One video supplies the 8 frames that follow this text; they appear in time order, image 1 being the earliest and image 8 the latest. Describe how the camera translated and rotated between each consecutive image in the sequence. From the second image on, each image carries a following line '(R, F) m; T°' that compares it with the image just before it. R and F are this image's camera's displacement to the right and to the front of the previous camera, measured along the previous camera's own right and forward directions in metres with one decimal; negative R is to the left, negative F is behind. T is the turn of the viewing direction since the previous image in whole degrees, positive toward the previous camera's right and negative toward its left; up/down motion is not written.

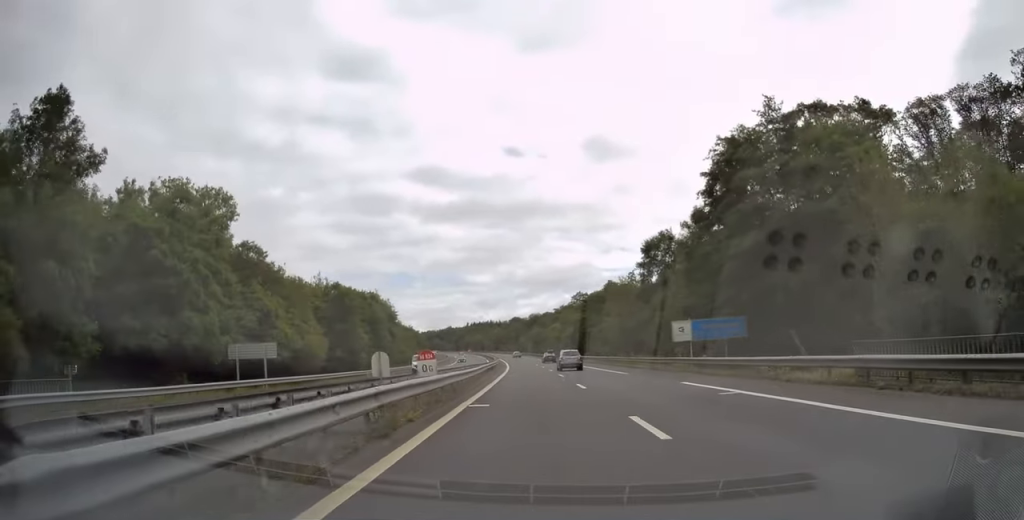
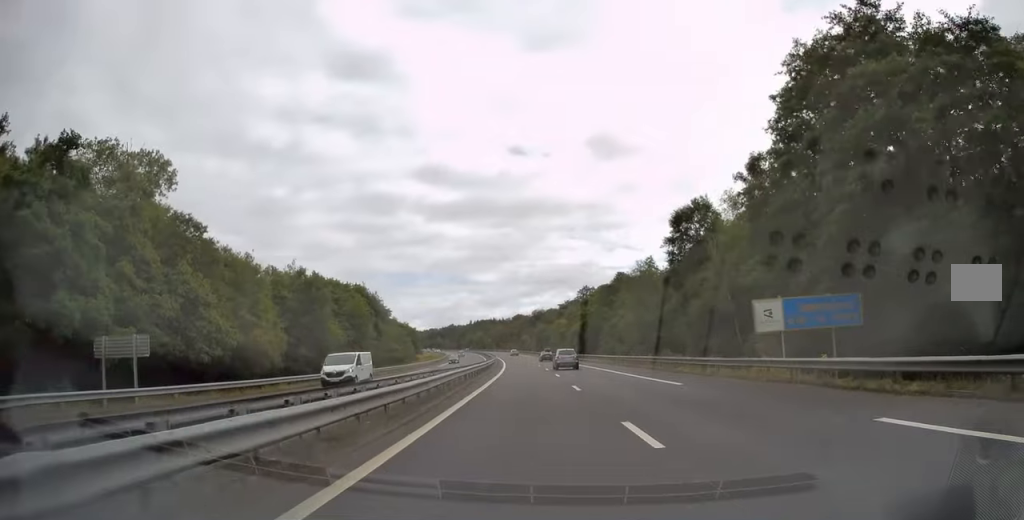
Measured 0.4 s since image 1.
(0.0, +13.5) m; 0°
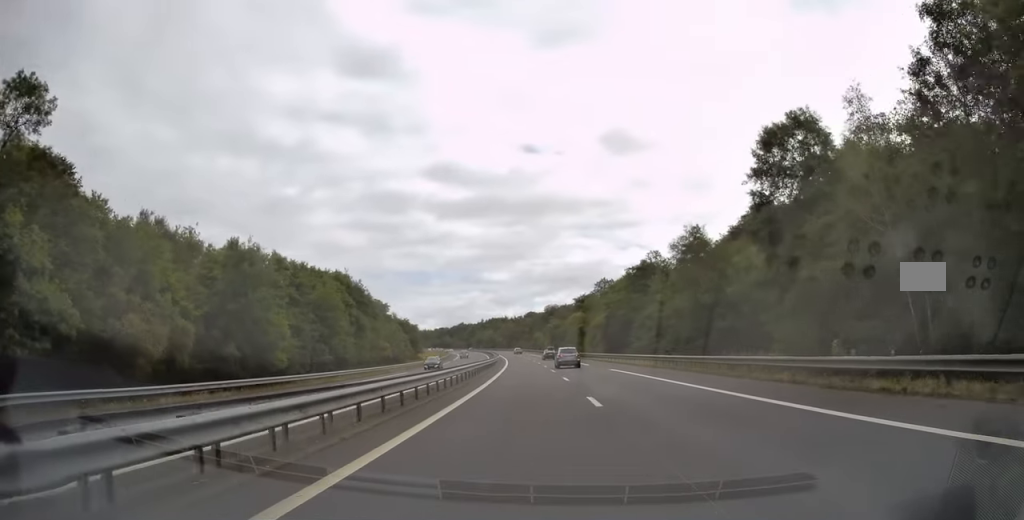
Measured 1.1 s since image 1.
(-0.3, +19.8) m; 0°
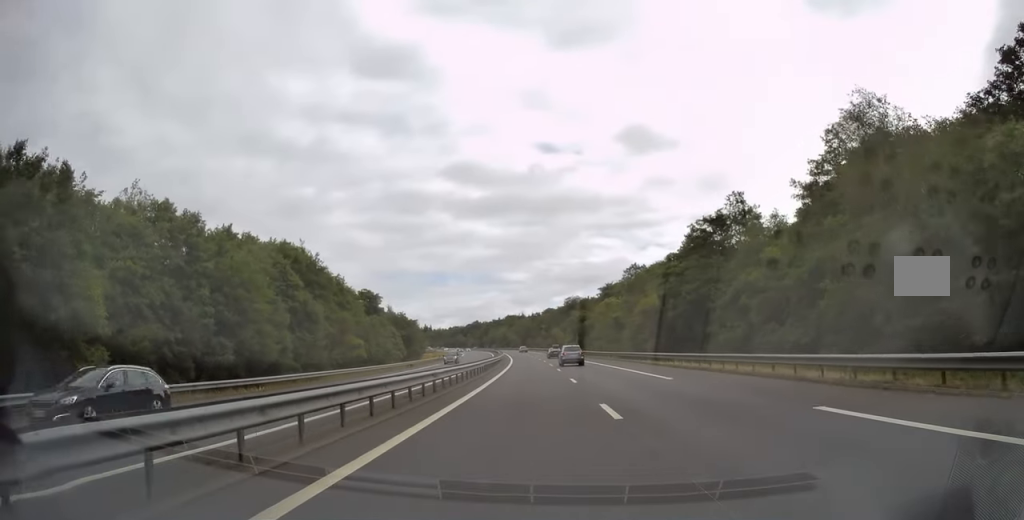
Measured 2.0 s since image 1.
(0.0, +29.1) m; -1°
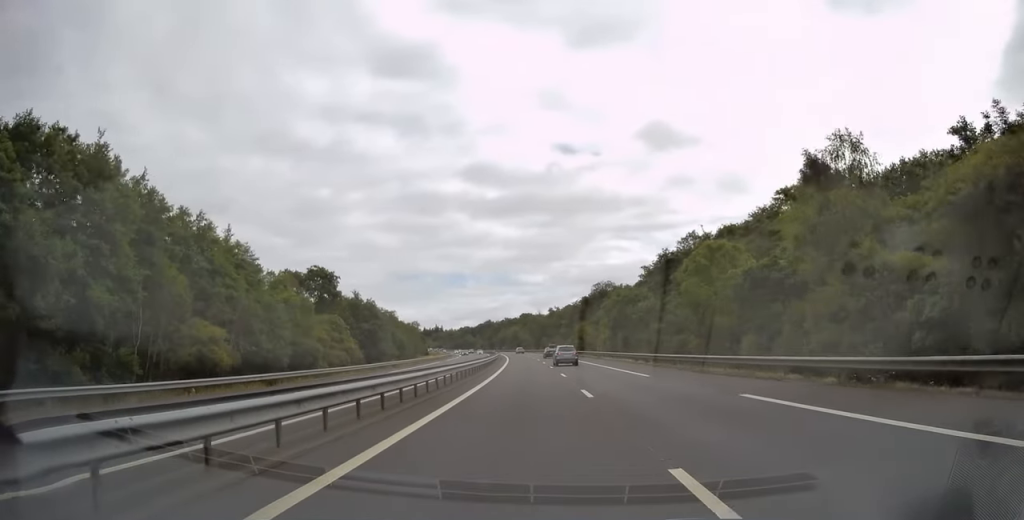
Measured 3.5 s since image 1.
(-1.2, +46.8) m; -3°
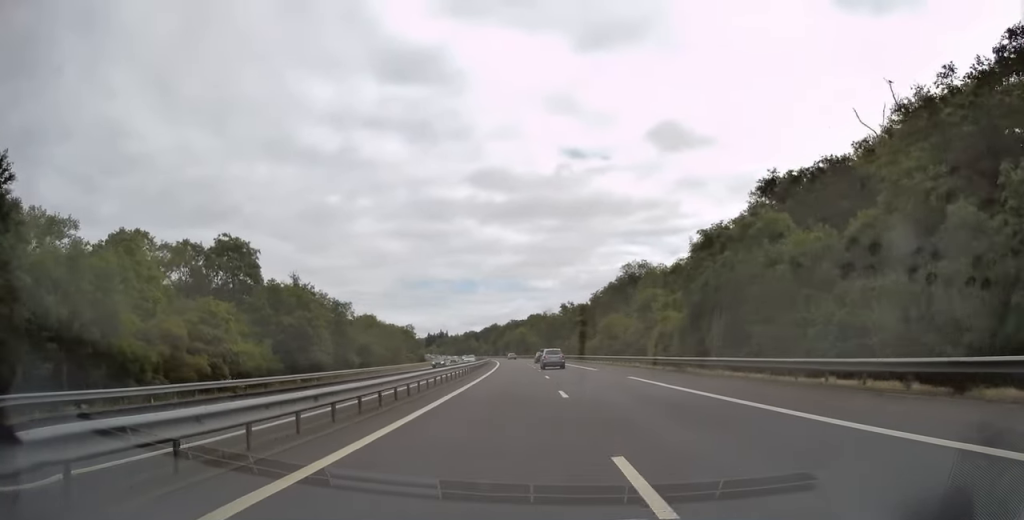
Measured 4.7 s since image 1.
(-0.4, +38.0) m; -1°
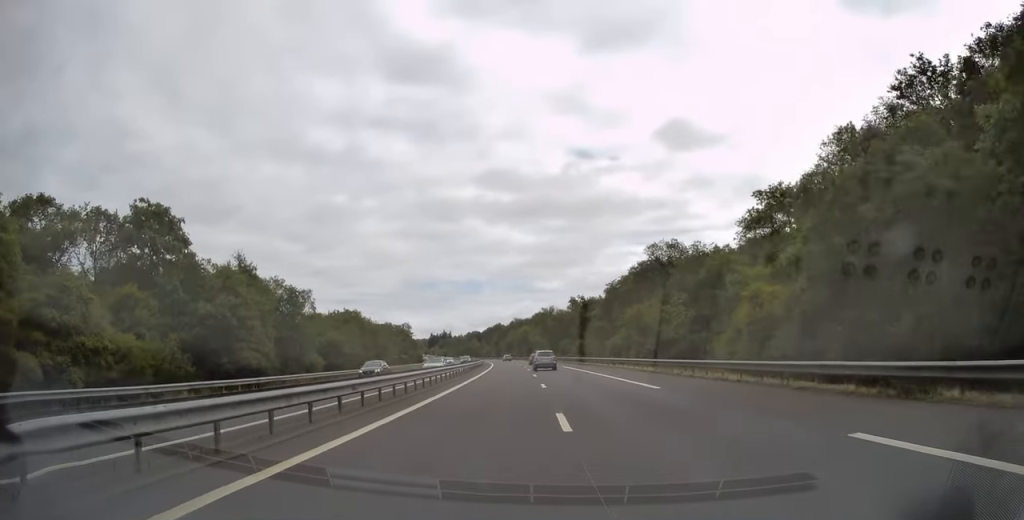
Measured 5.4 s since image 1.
(-0.2, +20.3) m; -1°
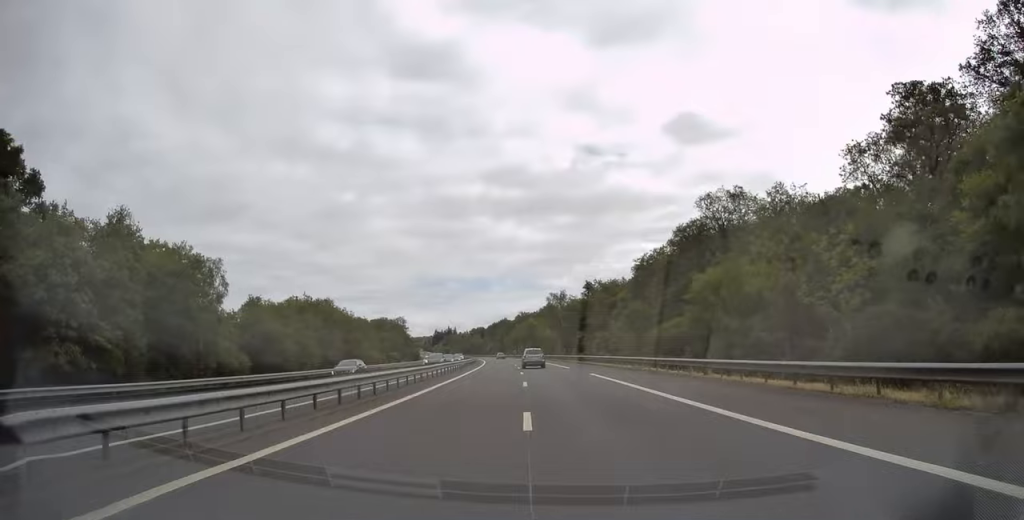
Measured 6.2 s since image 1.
(0.0, +26.0) m; -1°
